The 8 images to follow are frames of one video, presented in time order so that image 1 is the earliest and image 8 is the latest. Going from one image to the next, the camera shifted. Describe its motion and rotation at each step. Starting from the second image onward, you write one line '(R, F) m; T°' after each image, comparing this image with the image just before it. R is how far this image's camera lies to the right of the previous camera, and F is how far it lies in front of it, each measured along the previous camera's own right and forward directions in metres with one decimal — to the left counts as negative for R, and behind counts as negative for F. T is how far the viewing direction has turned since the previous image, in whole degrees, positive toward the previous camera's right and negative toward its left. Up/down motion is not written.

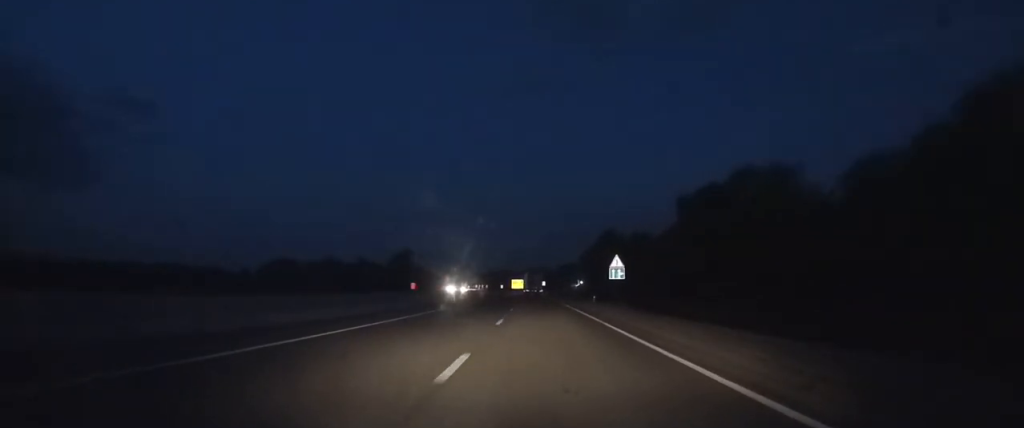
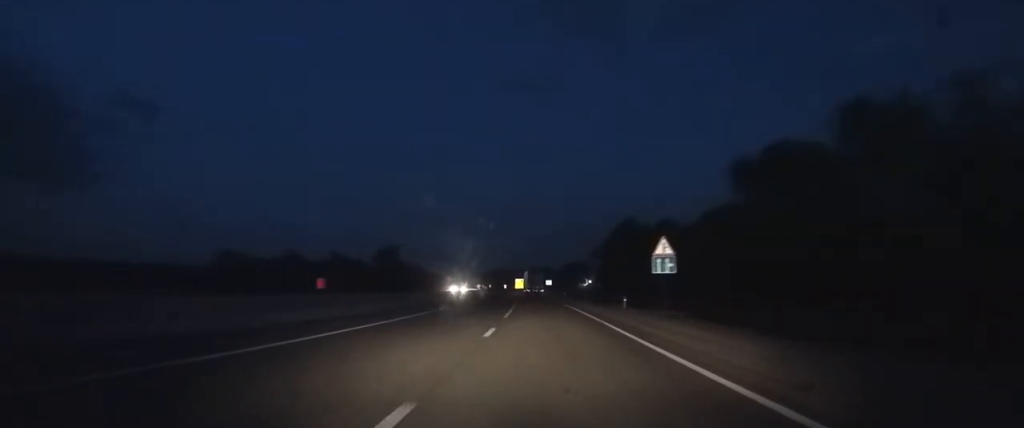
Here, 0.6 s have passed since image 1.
(-0.1, +15.1) m; -1°
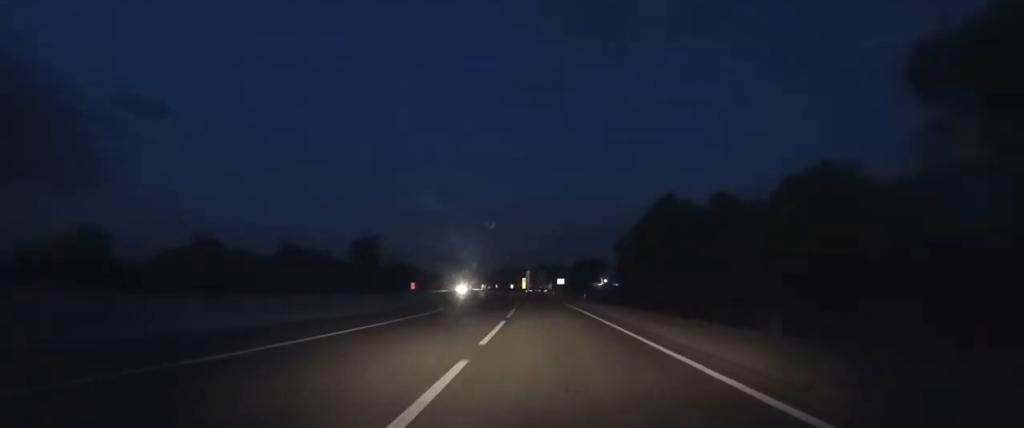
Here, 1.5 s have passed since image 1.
(-0.1, +19.8) m; 0°
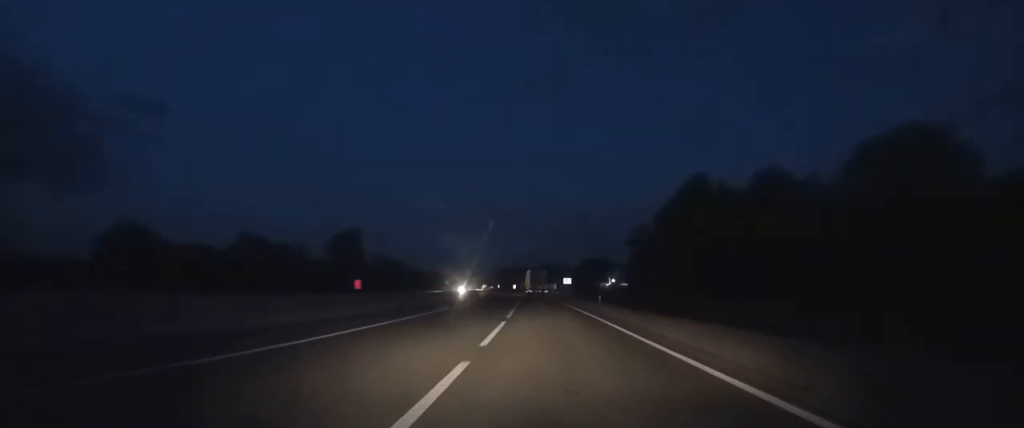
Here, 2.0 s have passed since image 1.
(0.0, +10.1) m; 0°
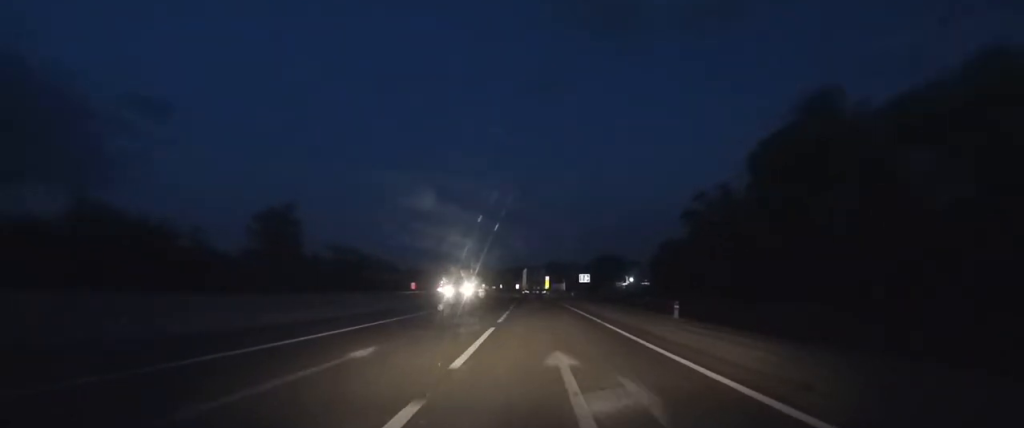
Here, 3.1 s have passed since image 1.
(-0.1, +24.5) m; 0°
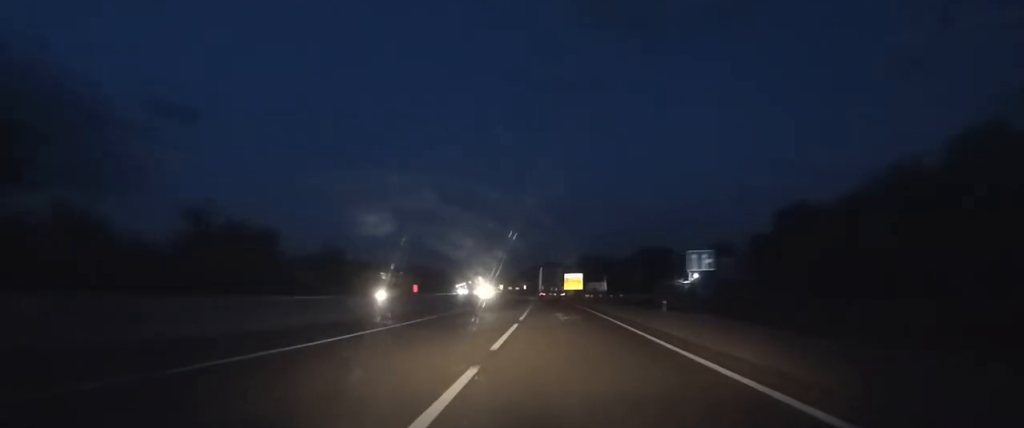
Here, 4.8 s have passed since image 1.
(-0.6, +38.8) m; -2°
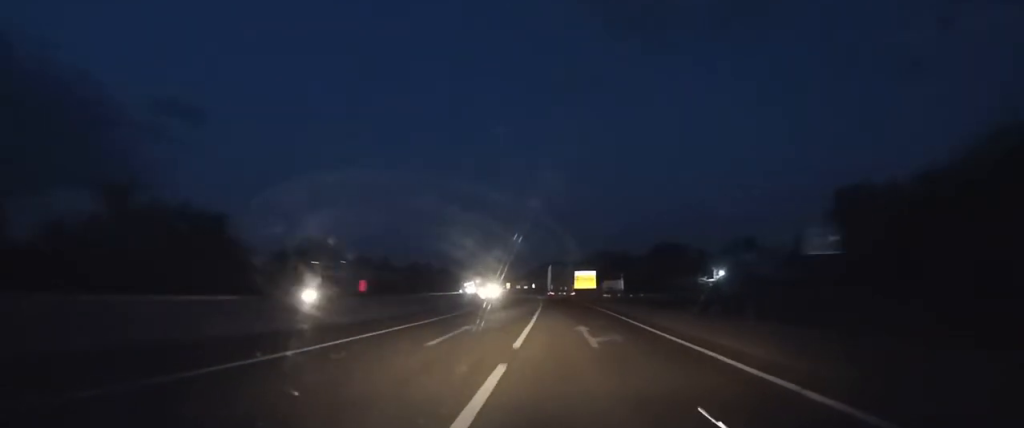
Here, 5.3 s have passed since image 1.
(0.0, +10.3) m; -1°
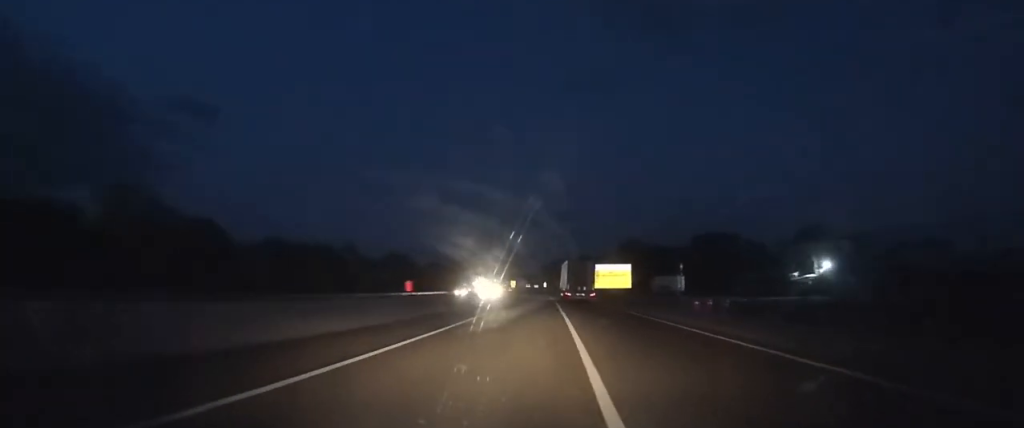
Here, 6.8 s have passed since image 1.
(-0.6, +40.3) m; -2°
